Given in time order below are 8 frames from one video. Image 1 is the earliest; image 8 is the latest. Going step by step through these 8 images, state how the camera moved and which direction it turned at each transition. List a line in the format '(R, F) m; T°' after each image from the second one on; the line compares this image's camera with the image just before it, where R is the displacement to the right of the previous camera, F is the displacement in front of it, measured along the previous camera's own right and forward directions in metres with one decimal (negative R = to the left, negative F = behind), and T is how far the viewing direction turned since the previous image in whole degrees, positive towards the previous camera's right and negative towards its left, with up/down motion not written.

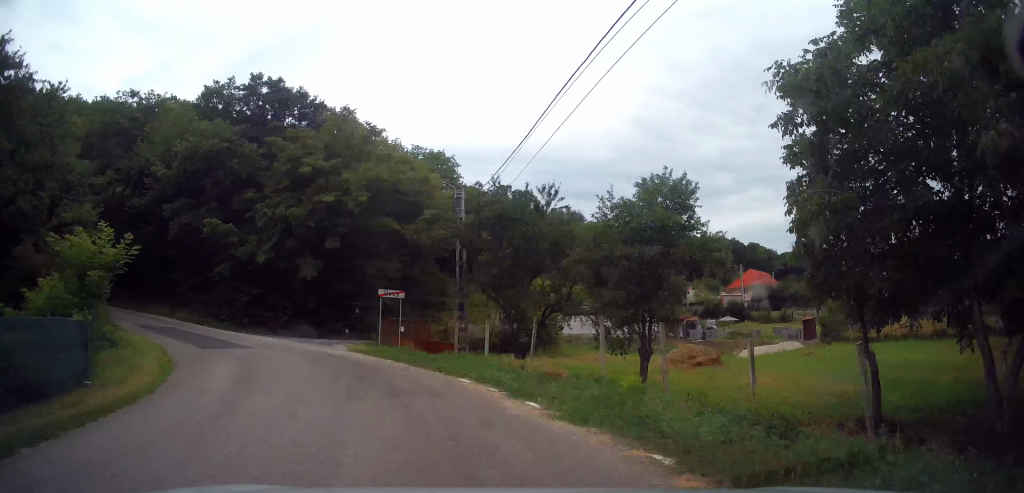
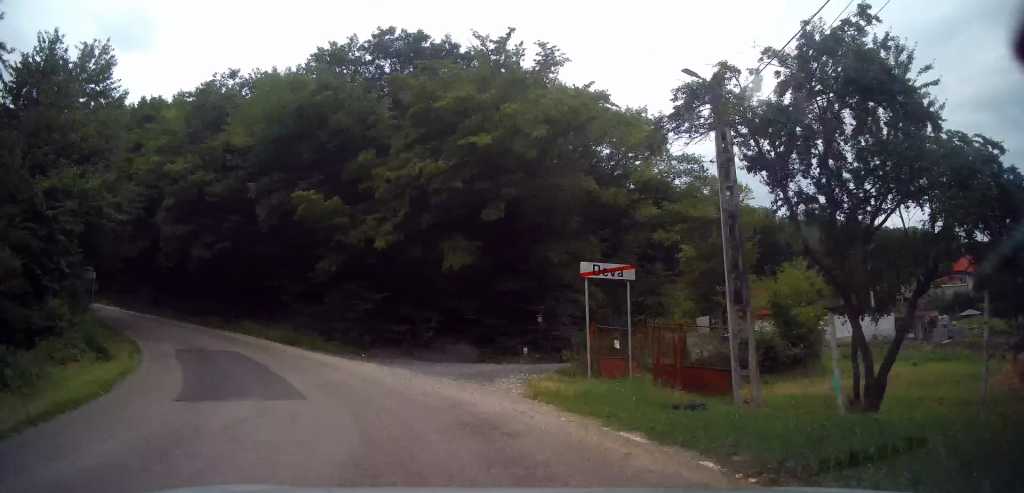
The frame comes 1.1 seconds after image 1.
(-1.6, +12.3) m; -19°
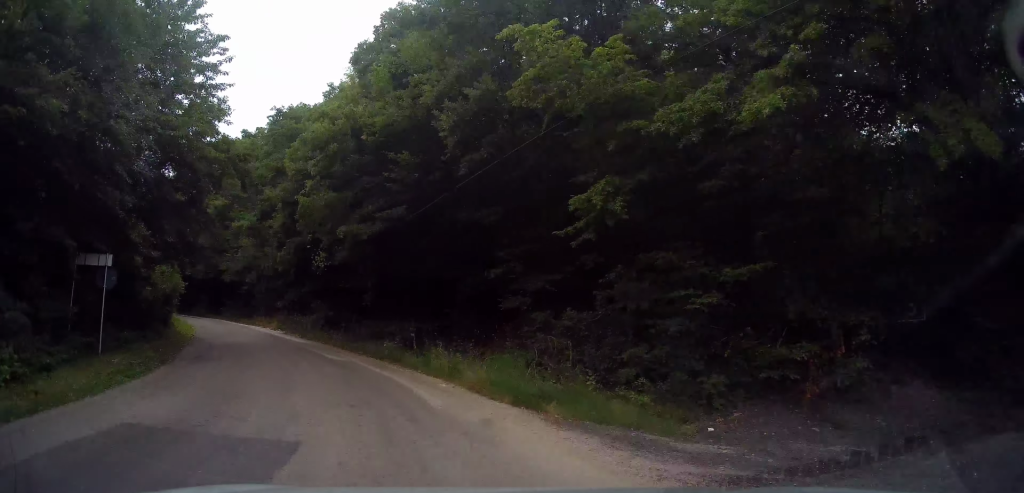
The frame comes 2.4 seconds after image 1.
(-3.7, +14.2) m; -25°
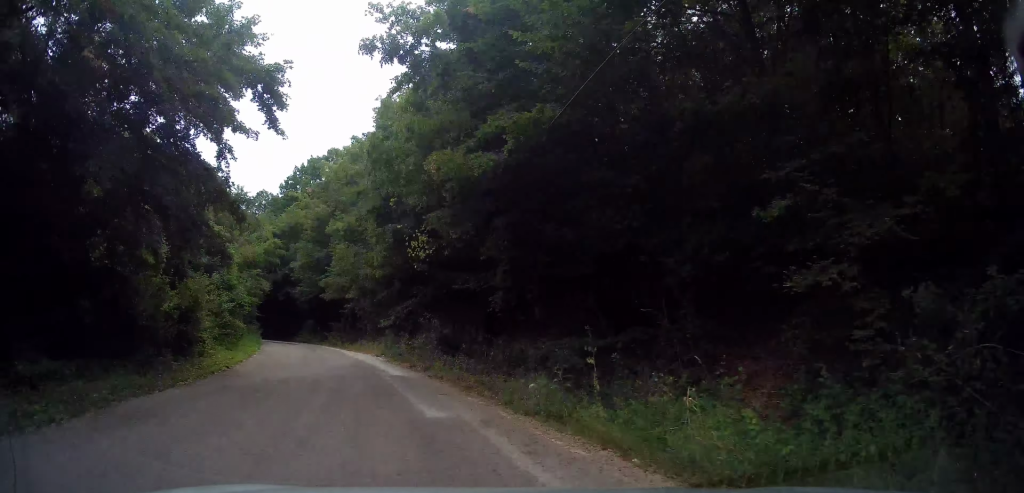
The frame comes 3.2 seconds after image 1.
(-0.9, +8.5) m; -11°
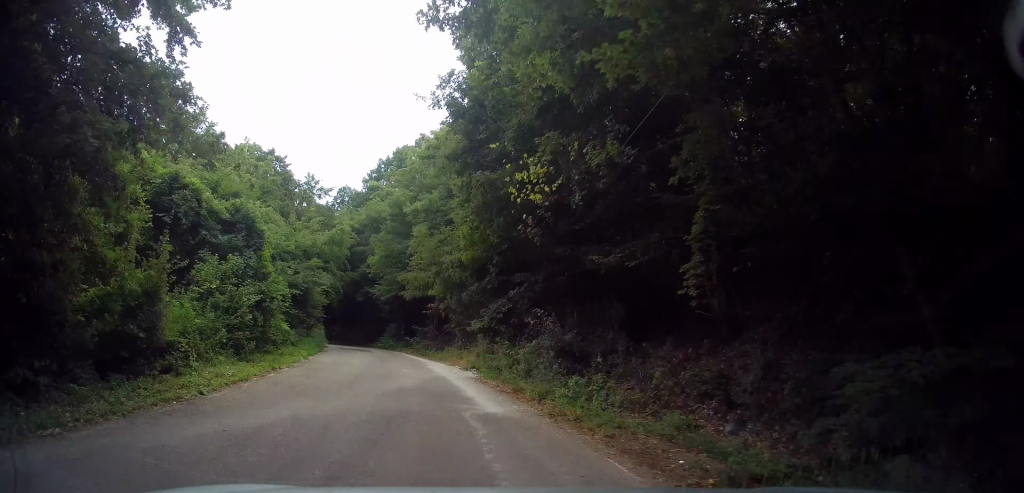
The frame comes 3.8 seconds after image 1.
(-0.1, +6.8) m; -8°
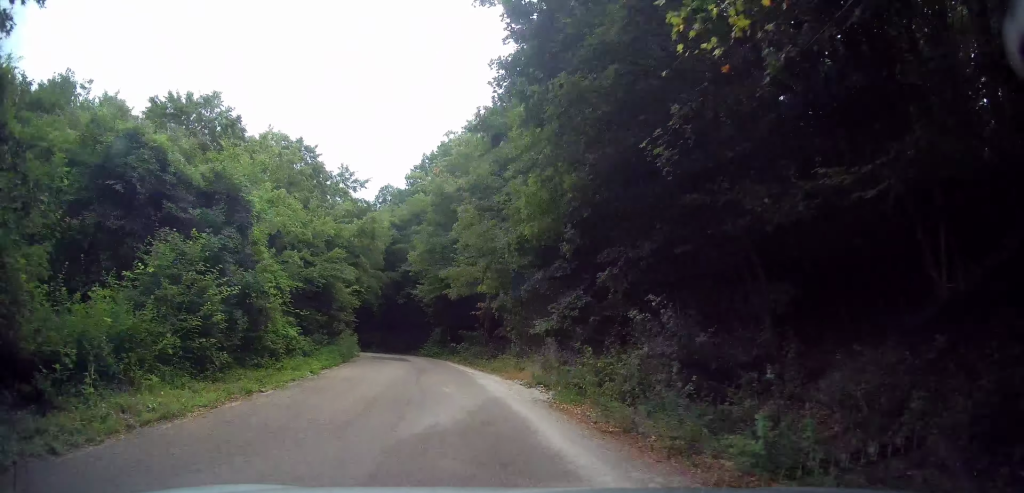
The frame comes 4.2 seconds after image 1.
(-0.6, +4.9) m; -3°
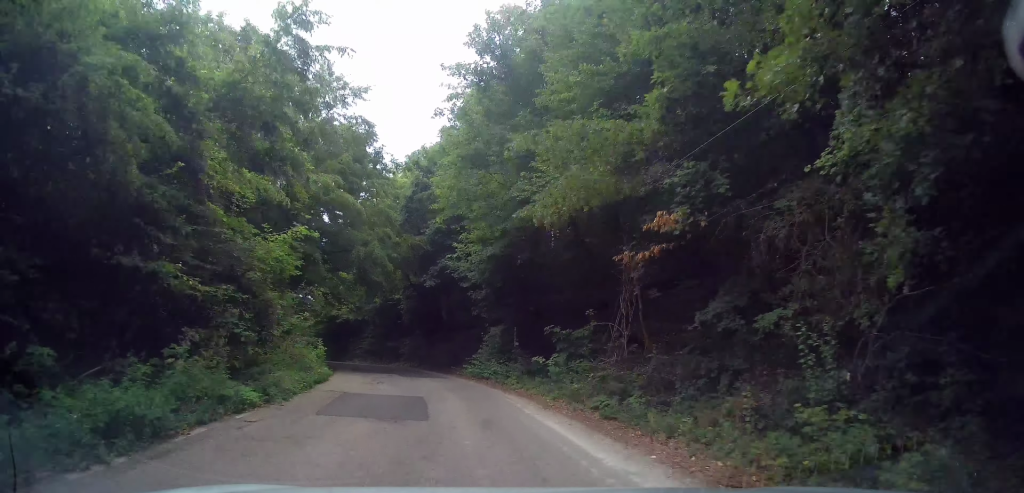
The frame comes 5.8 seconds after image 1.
(-1.3, +17.5) m; -8°
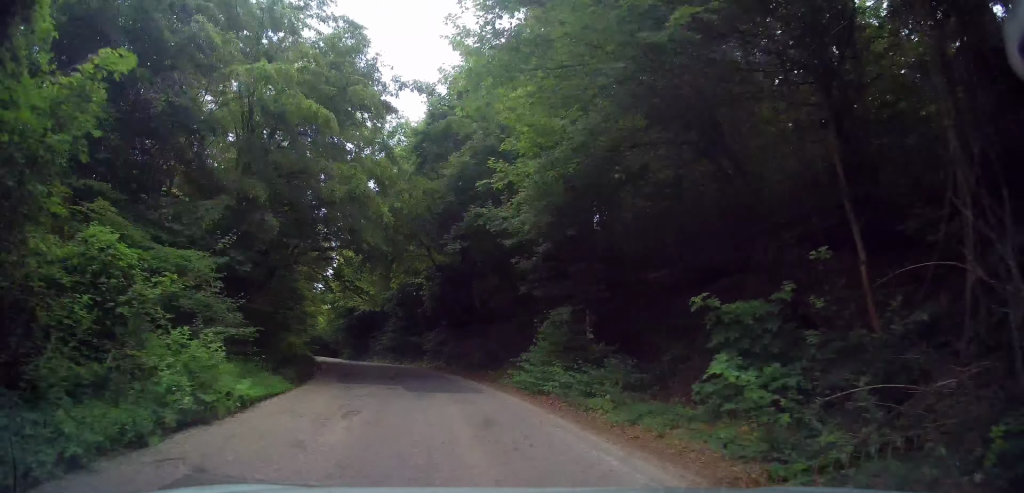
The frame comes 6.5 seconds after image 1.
(-0.4, +7.8) m; -4°
